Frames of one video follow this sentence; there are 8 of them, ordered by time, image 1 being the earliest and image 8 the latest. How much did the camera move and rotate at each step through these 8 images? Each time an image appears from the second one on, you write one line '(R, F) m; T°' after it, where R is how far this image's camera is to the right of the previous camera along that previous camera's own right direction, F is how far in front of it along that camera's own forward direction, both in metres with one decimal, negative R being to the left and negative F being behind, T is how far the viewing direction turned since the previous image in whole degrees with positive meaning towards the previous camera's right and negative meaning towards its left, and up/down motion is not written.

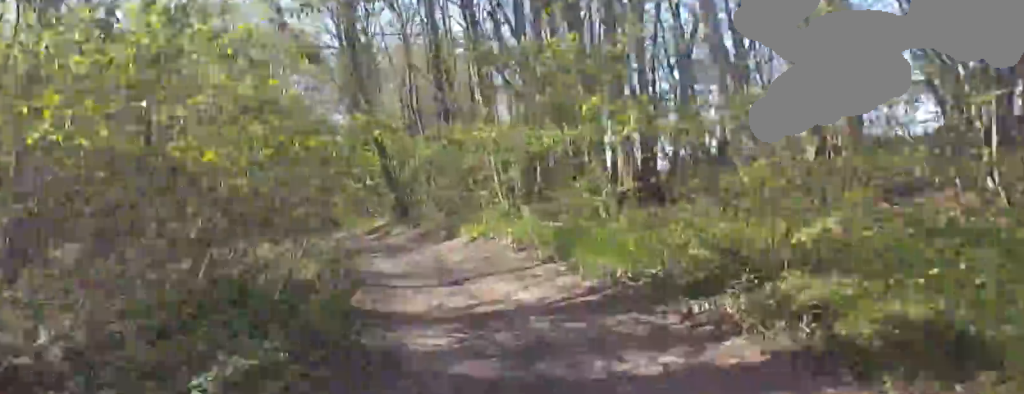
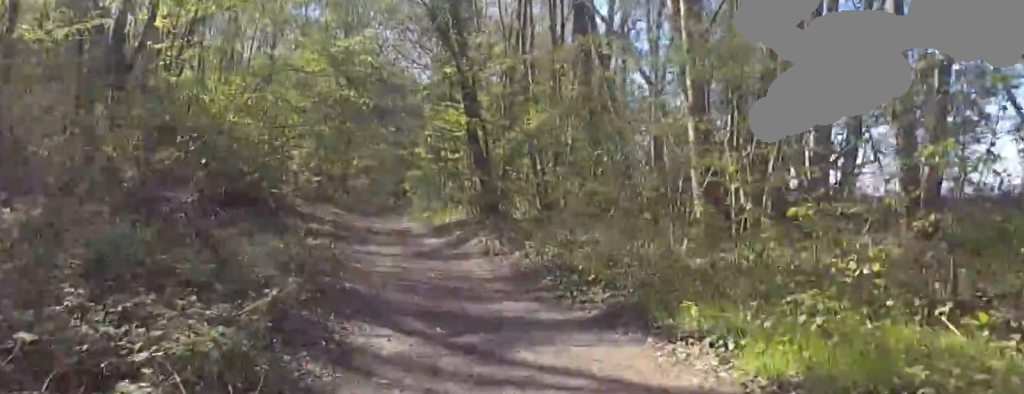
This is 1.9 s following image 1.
(0.0, +9.4) m; 0°
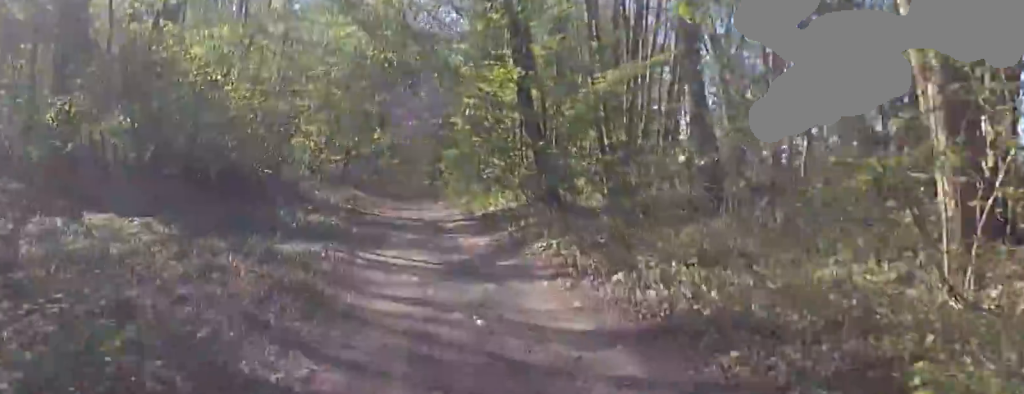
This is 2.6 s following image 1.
(0.0, +3.9) m; 0°
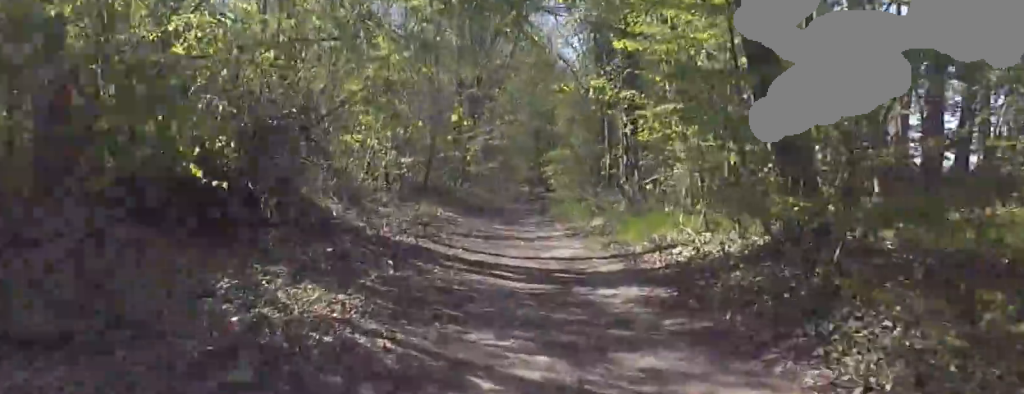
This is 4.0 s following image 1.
(0.0, +6.8) m; 0°
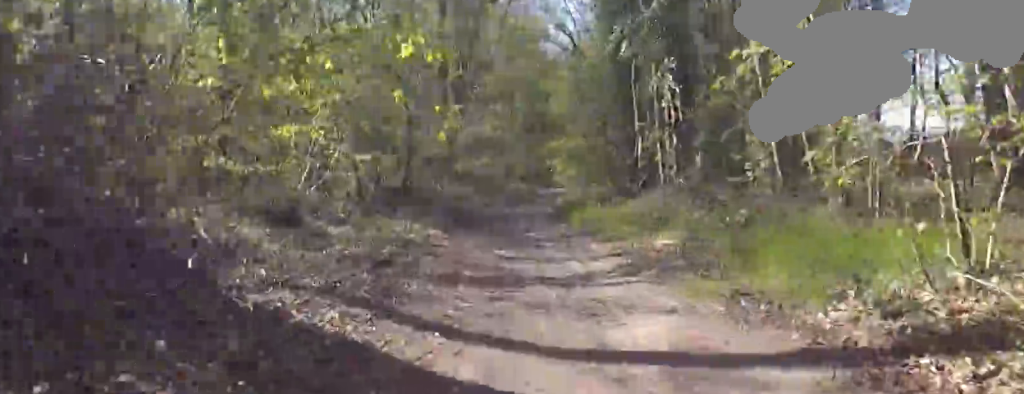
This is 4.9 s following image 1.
(0.0, +5.3) m; 0°
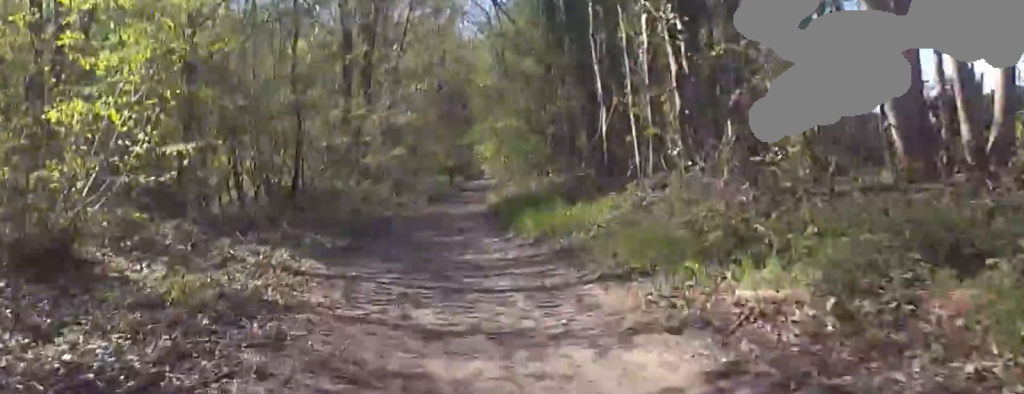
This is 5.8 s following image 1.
(0.0, +4.5) m; 0°
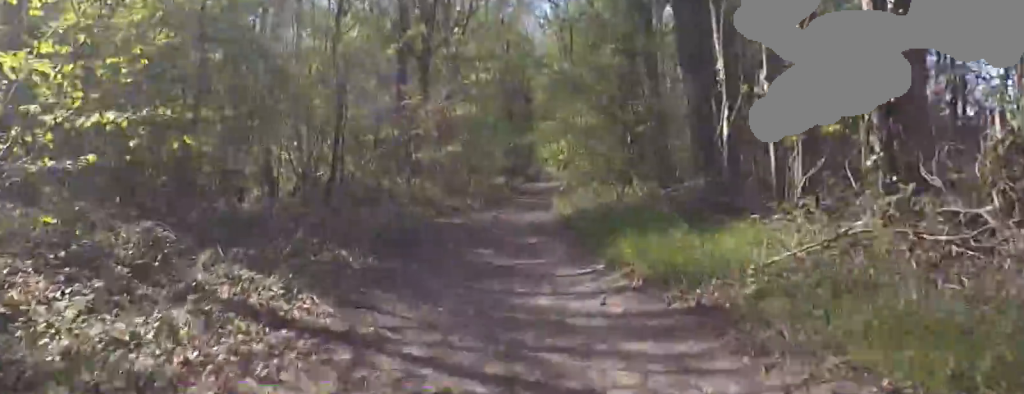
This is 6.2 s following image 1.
(0.0, +2.6) m; 0°
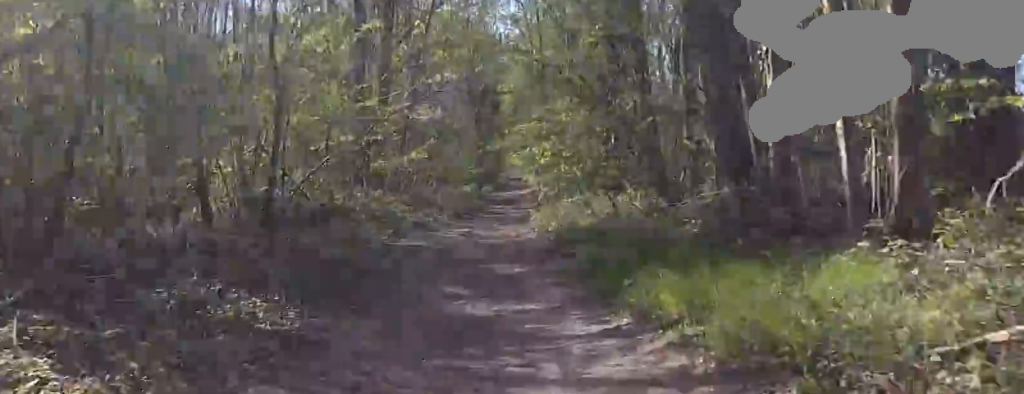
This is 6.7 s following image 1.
(0.0, +2.2) m; 0°
